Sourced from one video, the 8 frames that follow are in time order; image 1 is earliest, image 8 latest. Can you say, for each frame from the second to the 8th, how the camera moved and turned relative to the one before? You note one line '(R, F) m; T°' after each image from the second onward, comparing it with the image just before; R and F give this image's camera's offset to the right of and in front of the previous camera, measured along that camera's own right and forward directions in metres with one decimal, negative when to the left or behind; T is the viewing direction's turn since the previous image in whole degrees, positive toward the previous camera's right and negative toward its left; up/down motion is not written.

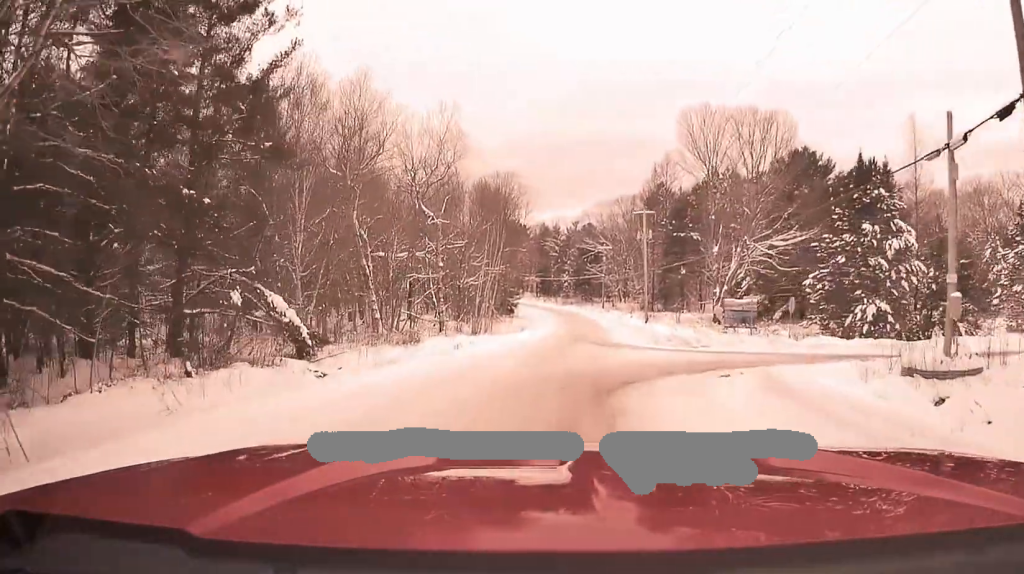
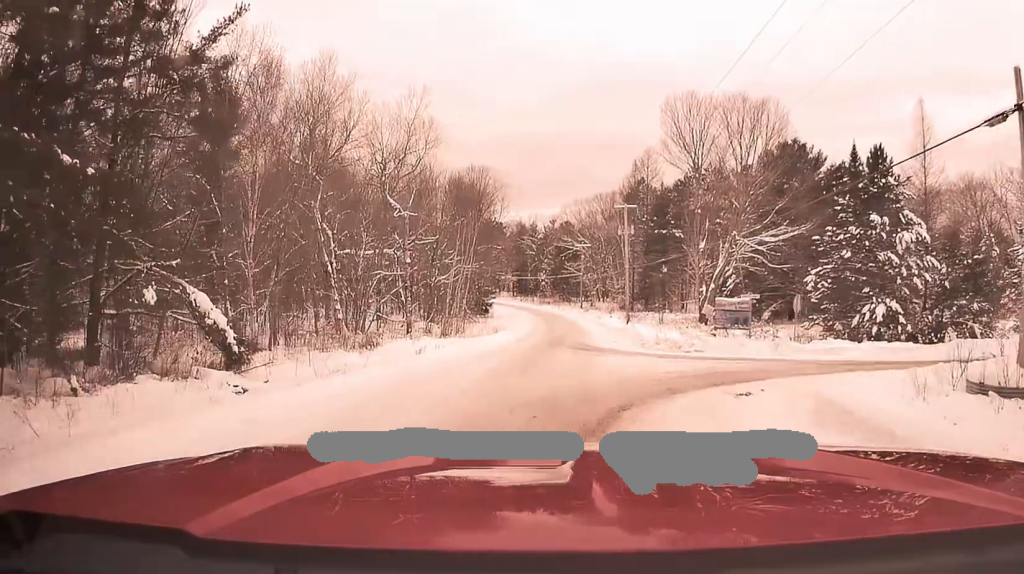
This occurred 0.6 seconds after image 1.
(-0.2, +4.0) m; +2°
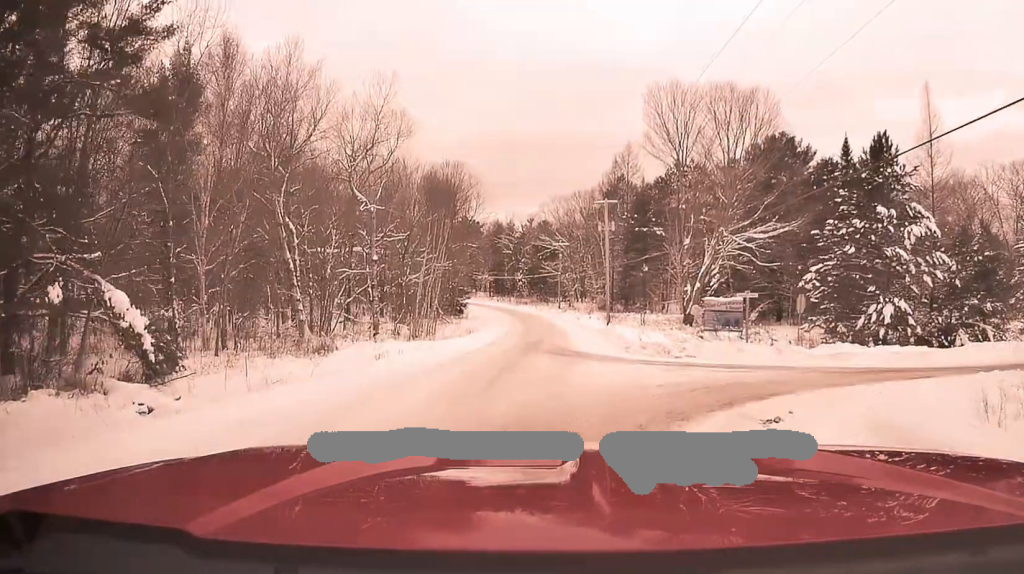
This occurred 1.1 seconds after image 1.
(+0.4, +3.3) m; +4°
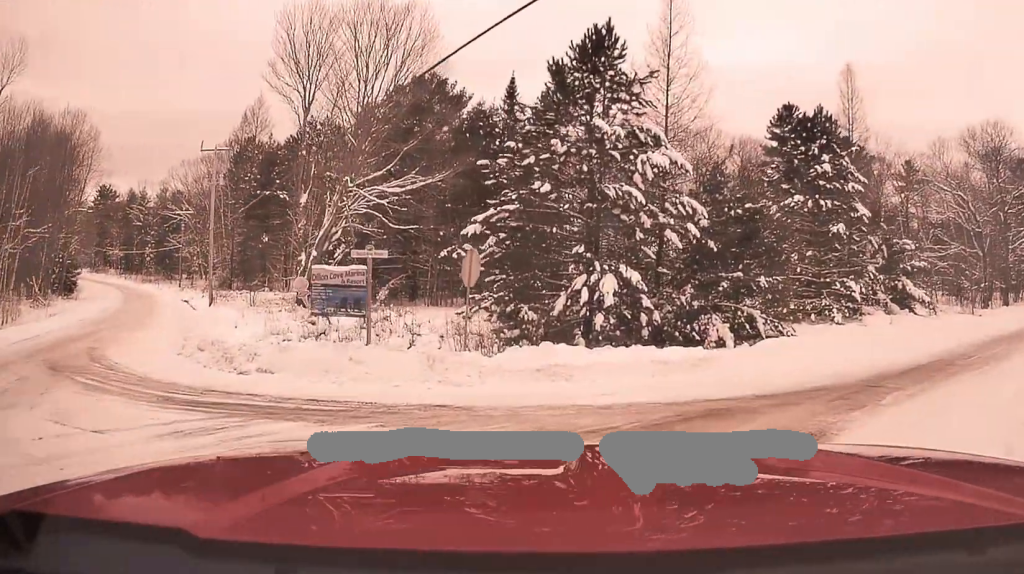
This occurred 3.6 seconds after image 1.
(+2.1, +13.7) m; +23°
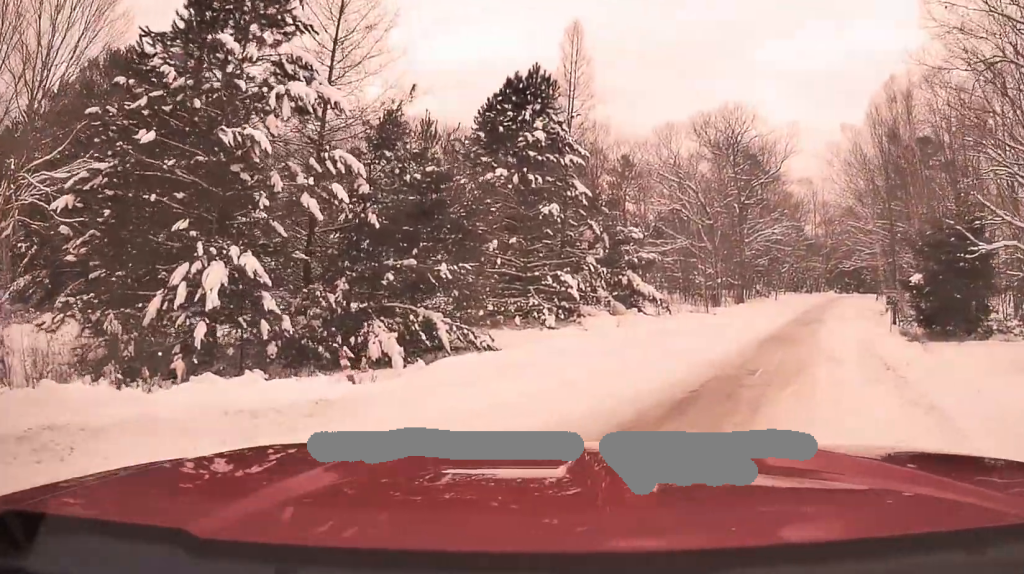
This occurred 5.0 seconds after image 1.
(+1.6, +6.8) m; +28°
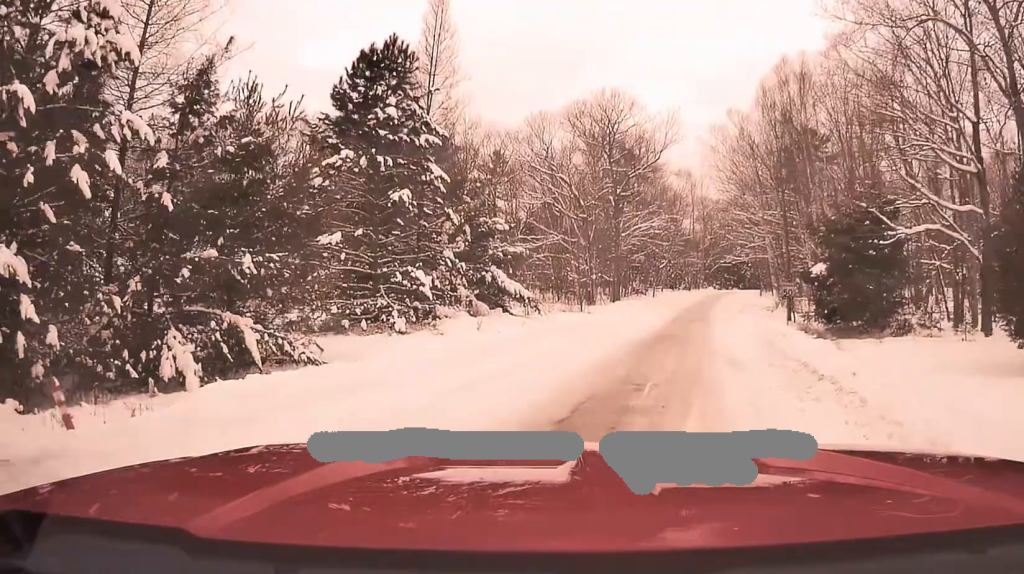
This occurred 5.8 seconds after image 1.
(+0.5, +3.5) m; +12°
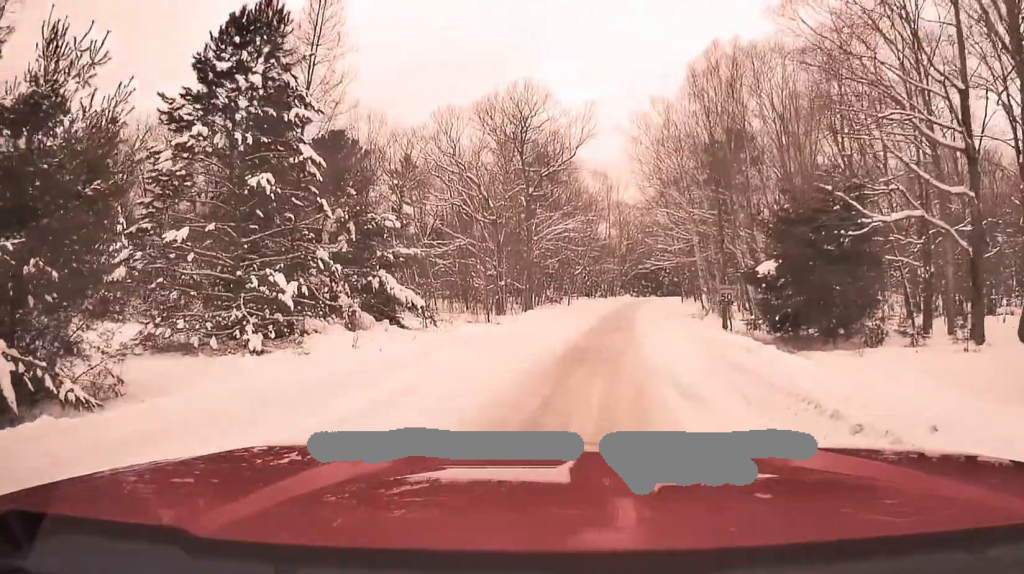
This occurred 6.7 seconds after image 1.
(+0.5, +4.9) m; +8°
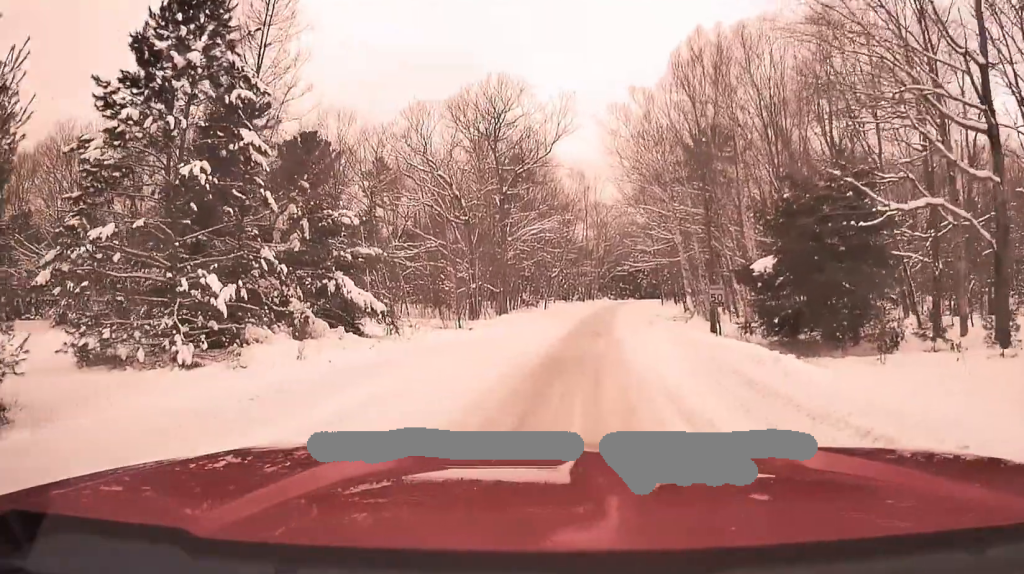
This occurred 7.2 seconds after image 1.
(+0.1, +2.7) m; +1°
